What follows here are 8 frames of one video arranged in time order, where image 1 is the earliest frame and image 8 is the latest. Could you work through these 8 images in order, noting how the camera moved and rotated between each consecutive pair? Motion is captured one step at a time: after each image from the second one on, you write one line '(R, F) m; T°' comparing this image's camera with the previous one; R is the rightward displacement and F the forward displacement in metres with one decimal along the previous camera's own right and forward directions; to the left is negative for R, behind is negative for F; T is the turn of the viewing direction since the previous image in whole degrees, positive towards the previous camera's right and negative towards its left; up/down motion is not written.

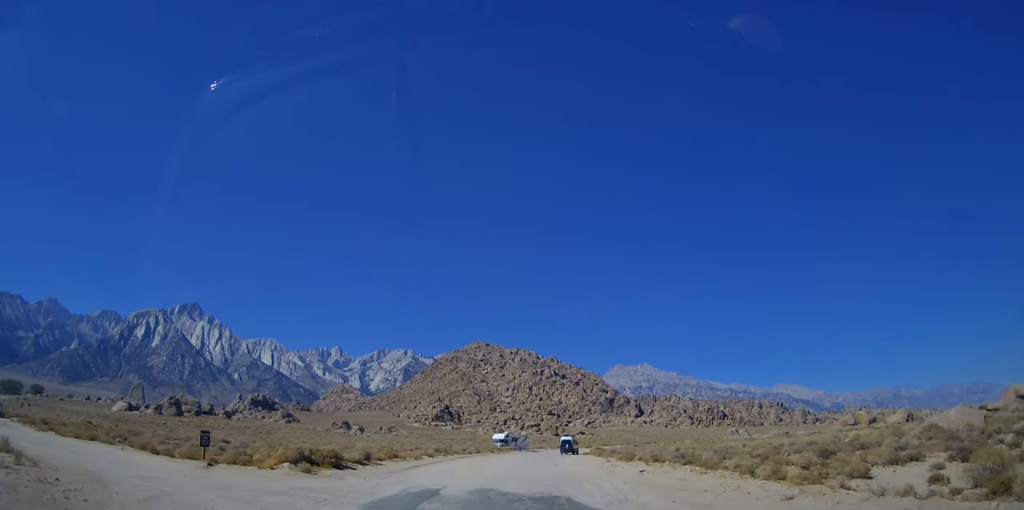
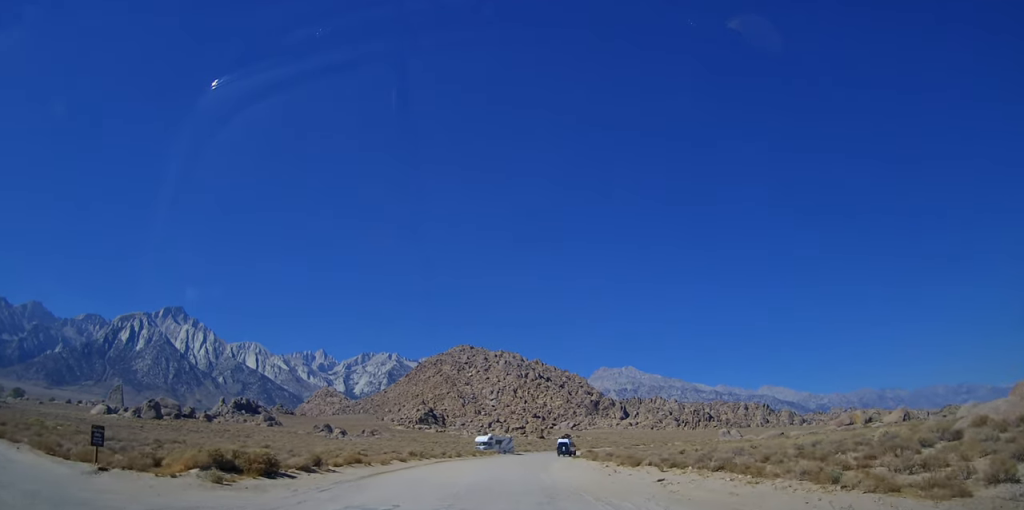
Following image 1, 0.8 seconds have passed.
(-0.2, +5.9) m; -1°
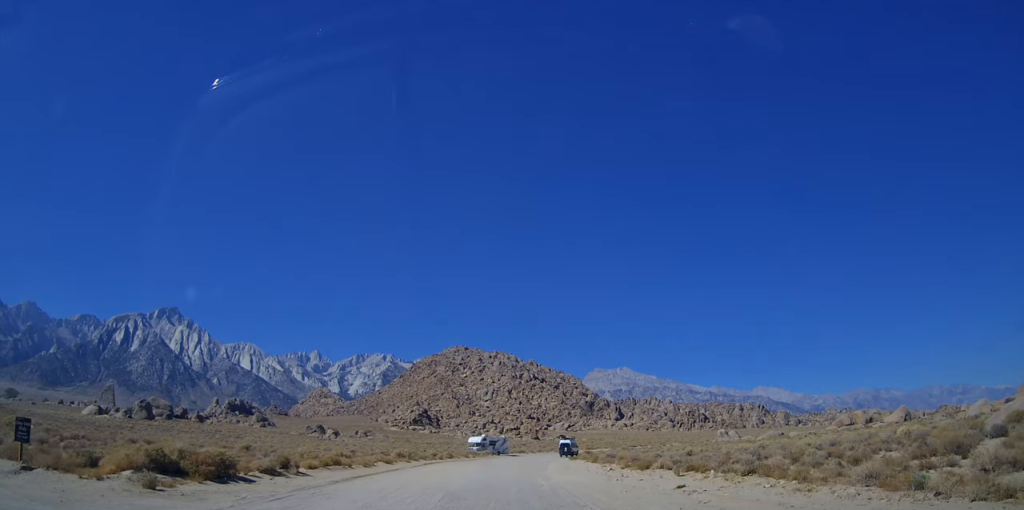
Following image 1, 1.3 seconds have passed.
(0.0, +3.3) m; +1°
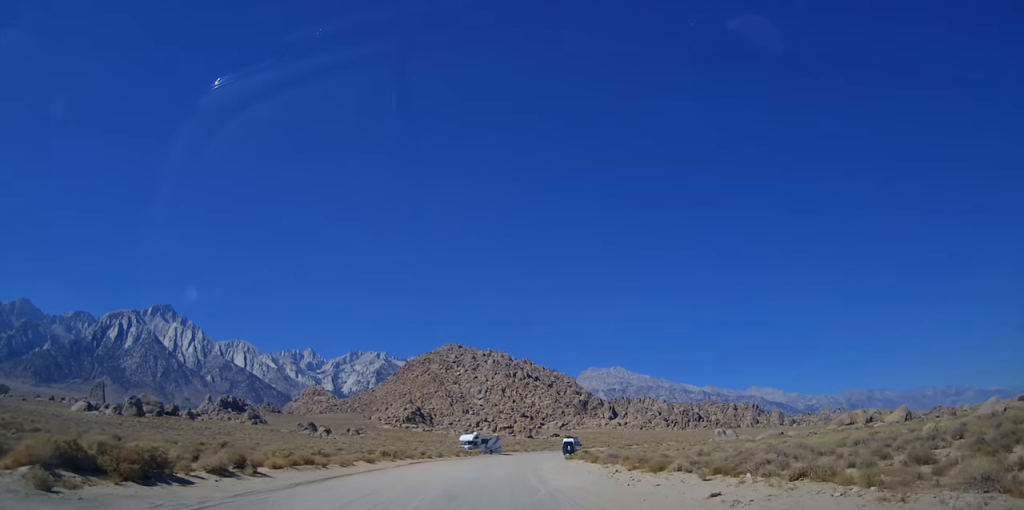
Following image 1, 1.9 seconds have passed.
(+0.1, +3.9) m; +3°
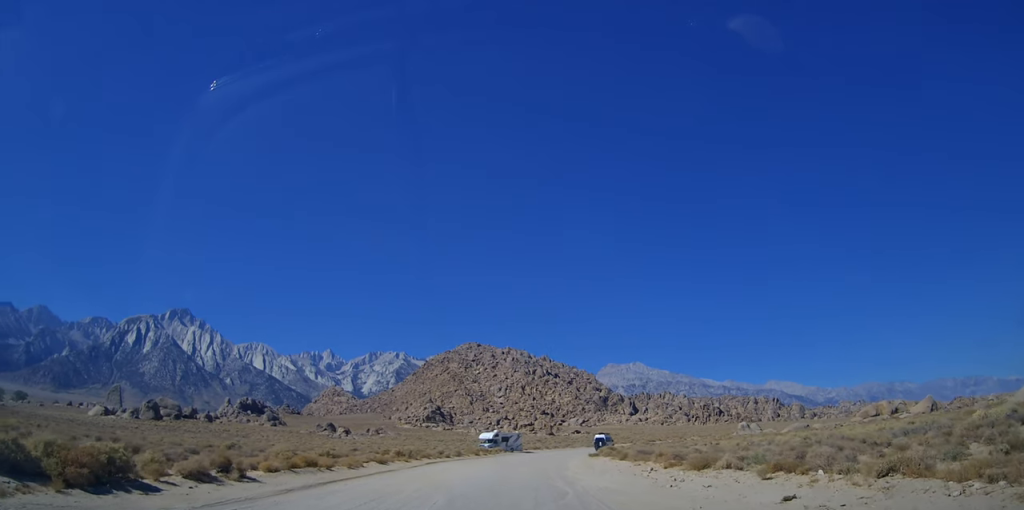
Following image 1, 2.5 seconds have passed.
(0.0, +3.7) m; +3°
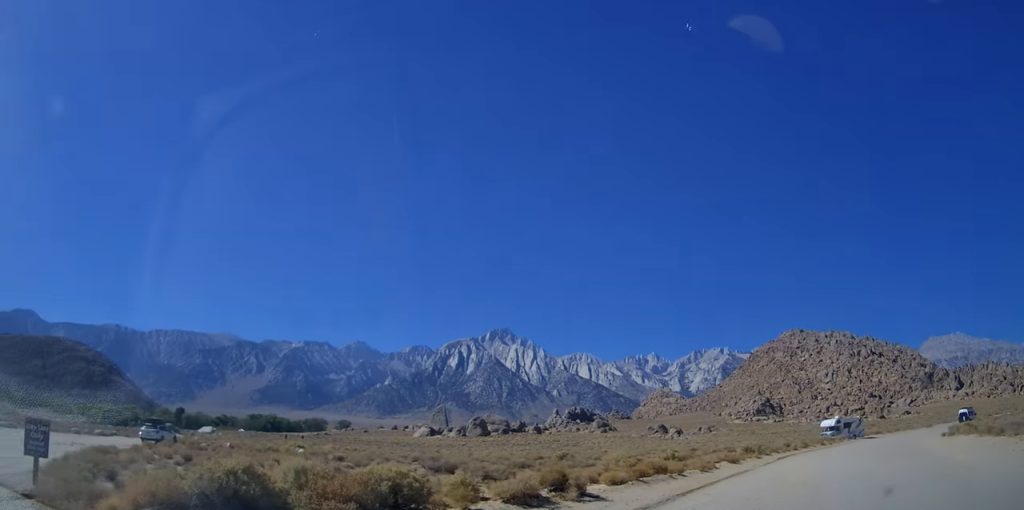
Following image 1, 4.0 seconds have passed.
(-0.1, +6.8) m; -19°
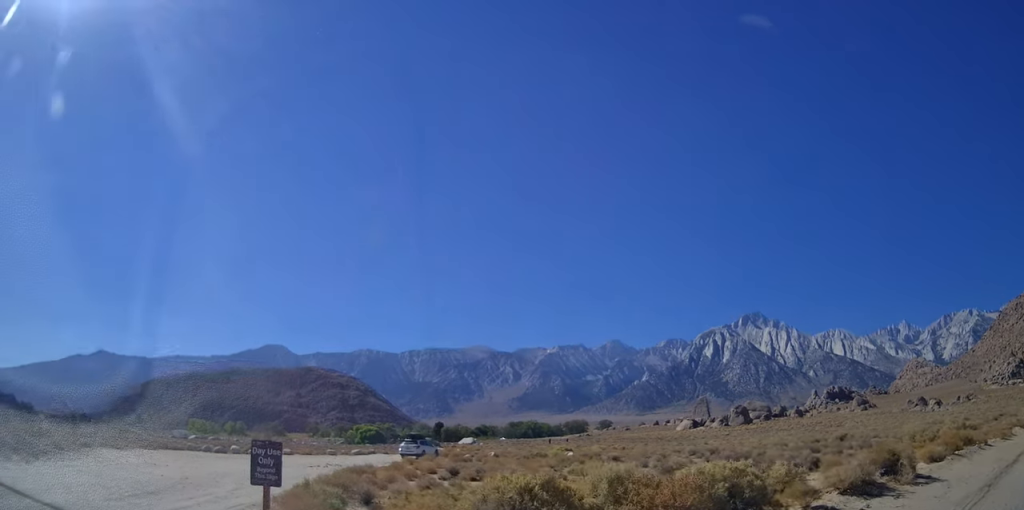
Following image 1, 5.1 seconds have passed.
(-0.8, +2.6) m; -35°
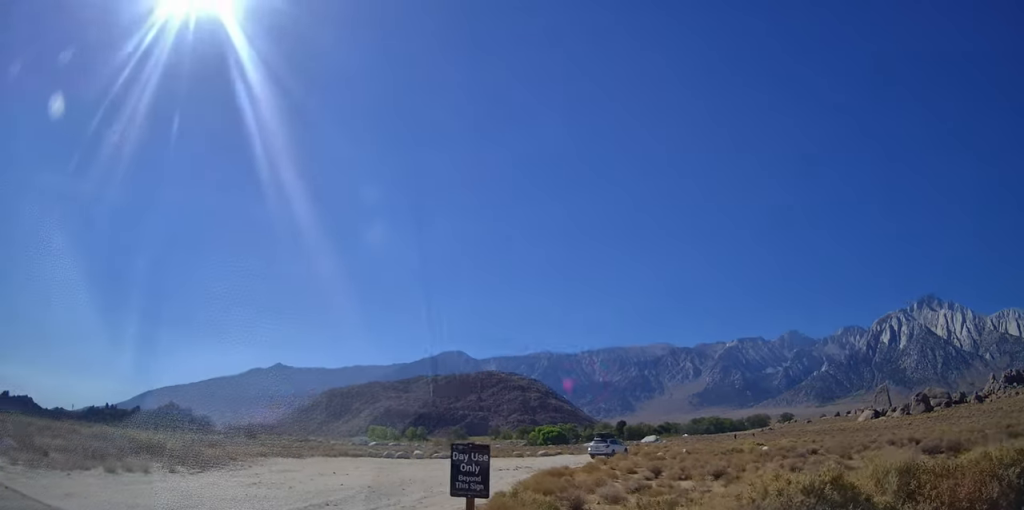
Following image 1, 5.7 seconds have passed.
(-0.3, +1.3) m; -23°
